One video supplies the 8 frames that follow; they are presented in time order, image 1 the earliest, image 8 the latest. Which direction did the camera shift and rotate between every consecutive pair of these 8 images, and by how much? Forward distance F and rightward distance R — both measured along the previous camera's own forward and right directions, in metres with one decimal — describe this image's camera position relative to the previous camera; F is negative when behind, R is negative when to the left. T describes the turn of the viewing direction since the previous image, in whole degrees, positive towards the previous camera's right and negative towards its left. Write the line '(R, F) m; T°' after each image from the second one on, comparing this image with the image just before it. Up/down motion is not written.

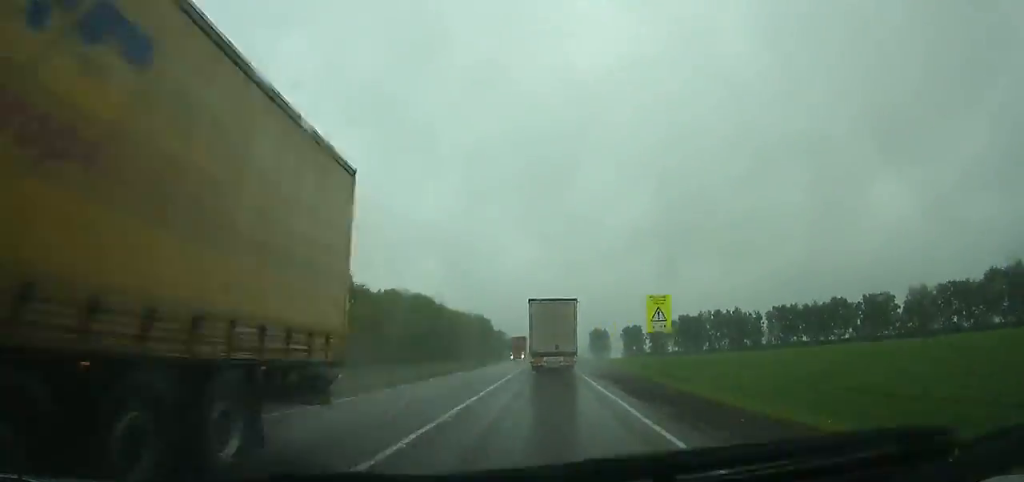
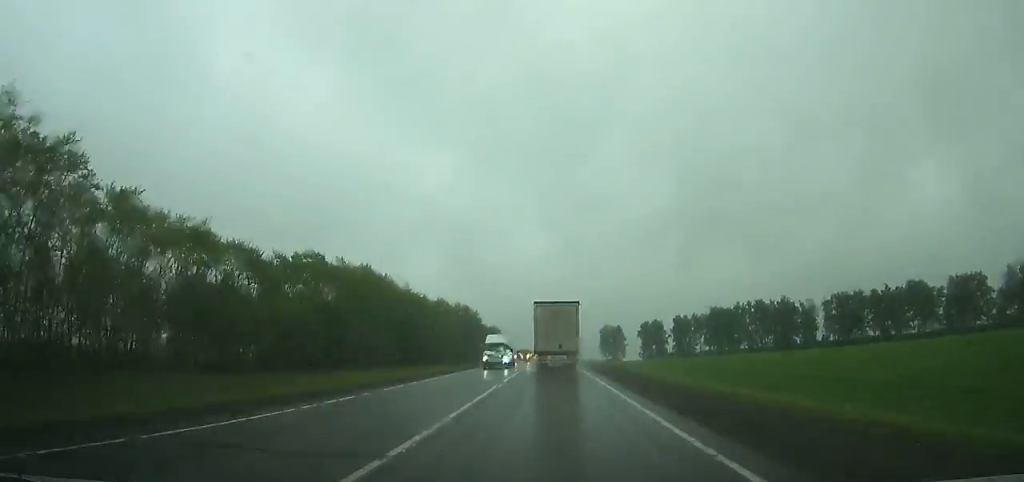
(+0.1, +52.2) m; 0°
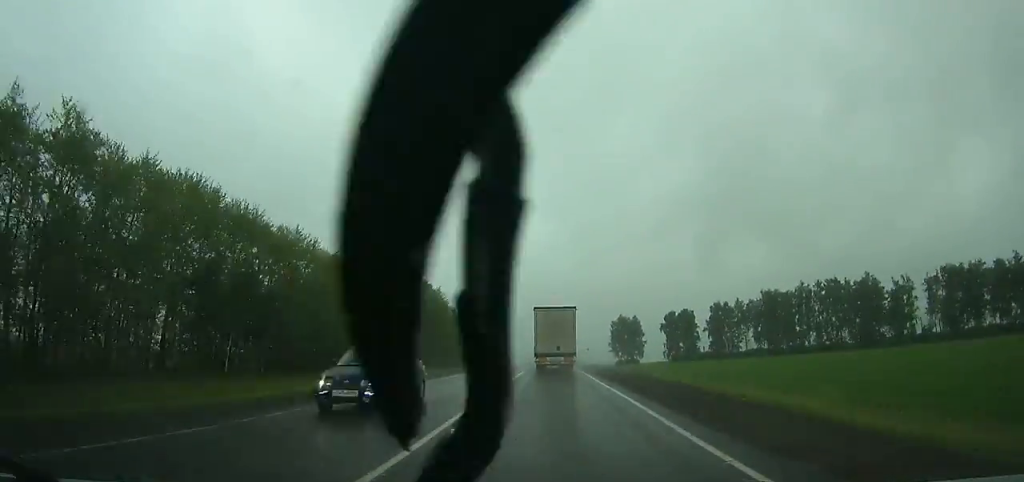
(0.0, +62.8) m; 0°
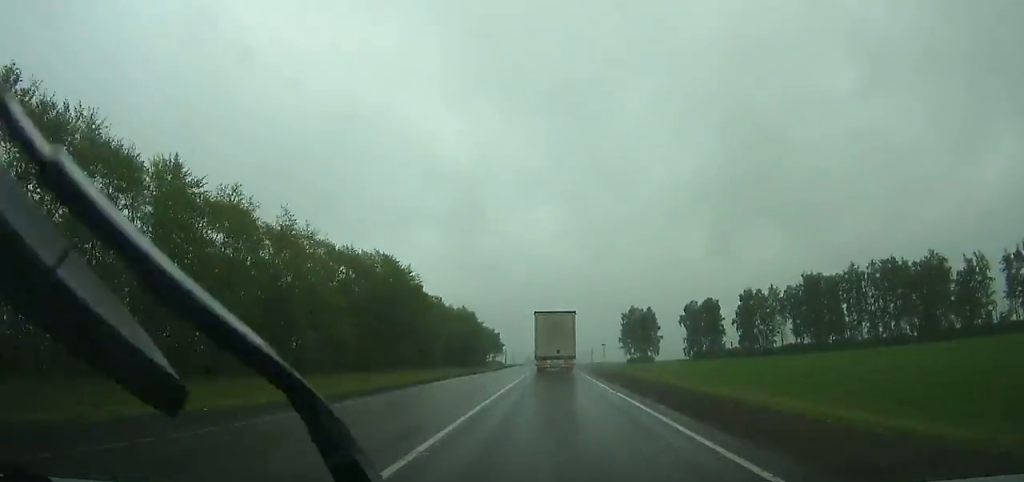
(0.0, +29.6) m; 0°
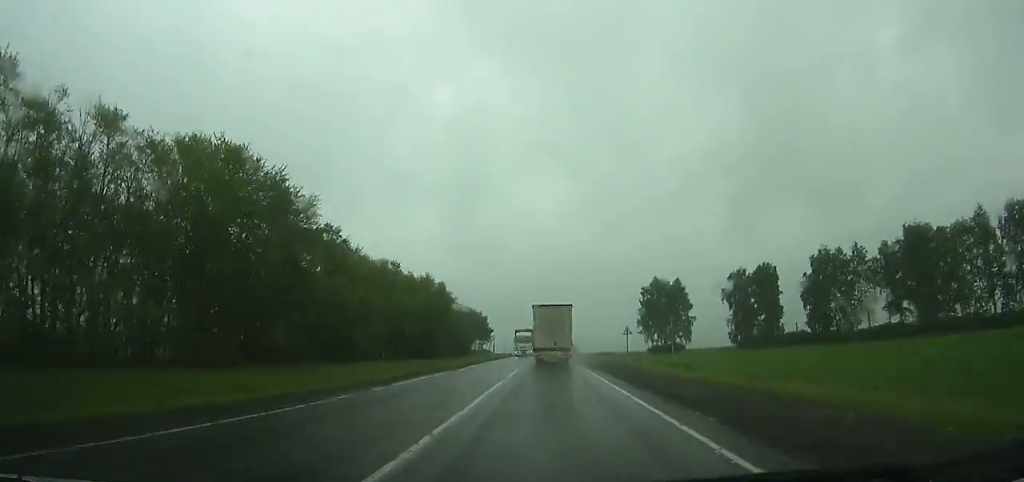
(+0.3, +49.2) m; 0°
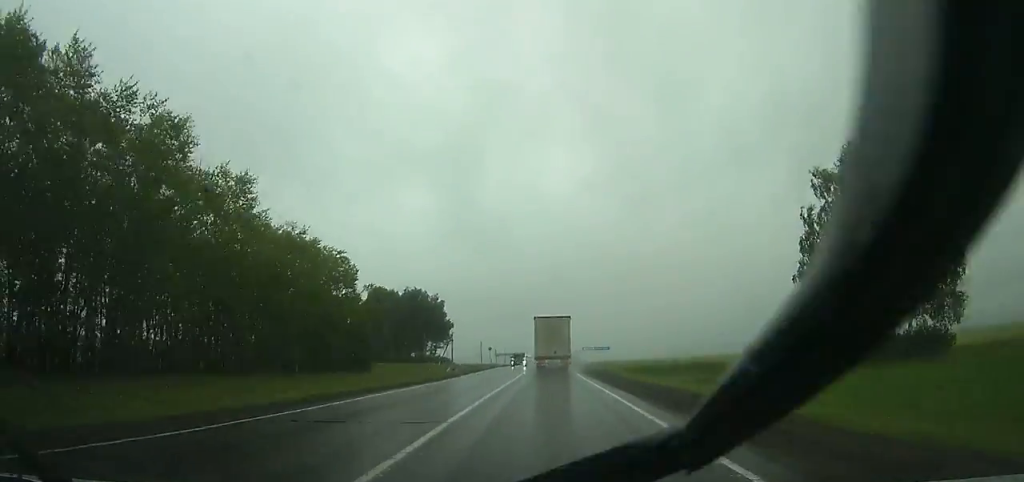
(0.0, +104.4) m; 0°
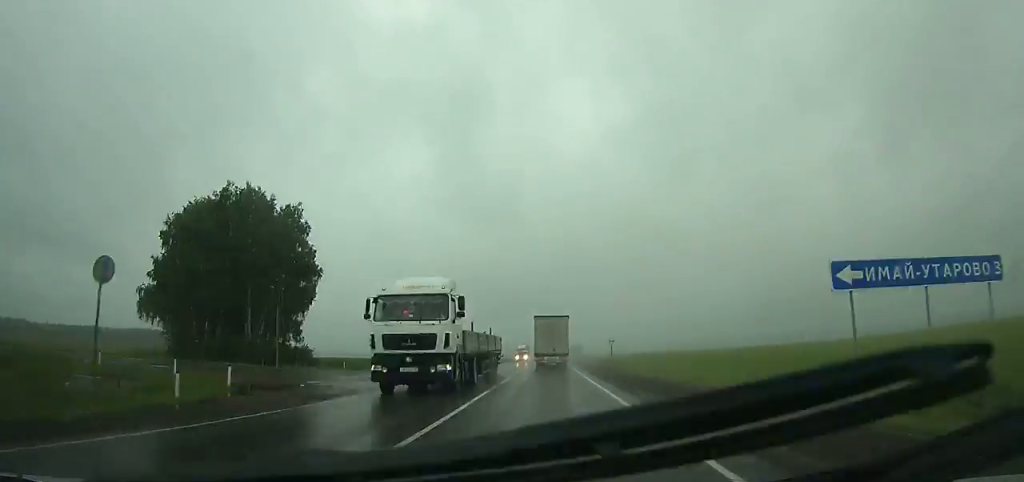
(+0.1, +95.2) m; 0°
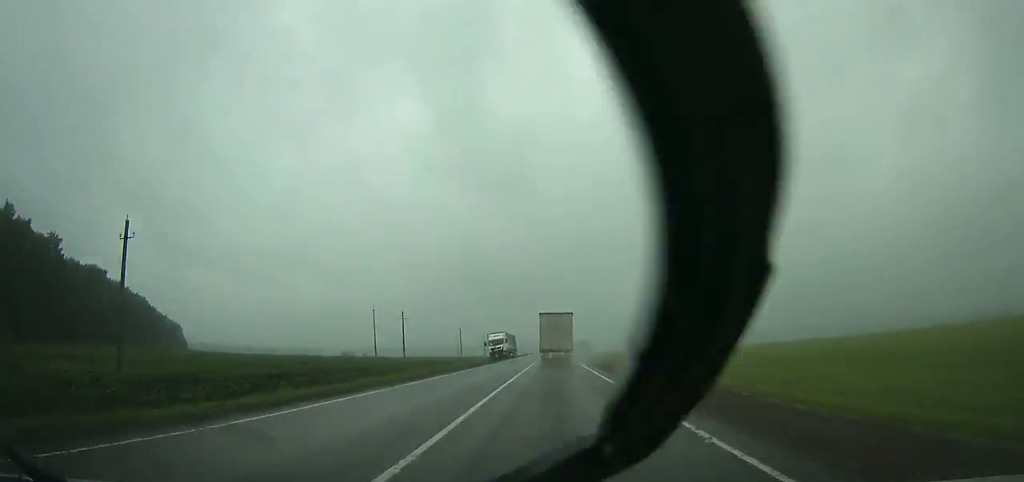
(+0.3, +91.9) m; 0°
